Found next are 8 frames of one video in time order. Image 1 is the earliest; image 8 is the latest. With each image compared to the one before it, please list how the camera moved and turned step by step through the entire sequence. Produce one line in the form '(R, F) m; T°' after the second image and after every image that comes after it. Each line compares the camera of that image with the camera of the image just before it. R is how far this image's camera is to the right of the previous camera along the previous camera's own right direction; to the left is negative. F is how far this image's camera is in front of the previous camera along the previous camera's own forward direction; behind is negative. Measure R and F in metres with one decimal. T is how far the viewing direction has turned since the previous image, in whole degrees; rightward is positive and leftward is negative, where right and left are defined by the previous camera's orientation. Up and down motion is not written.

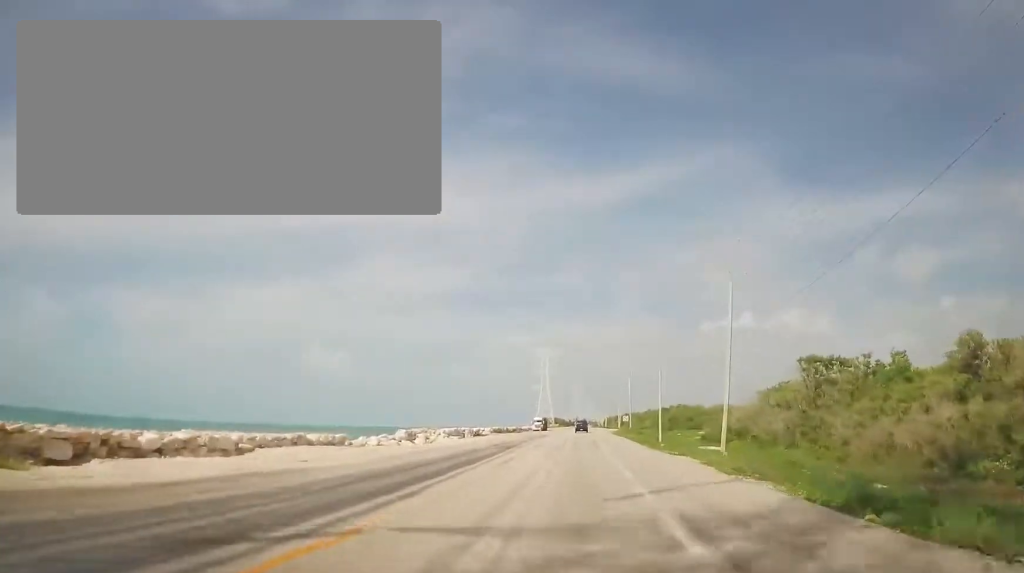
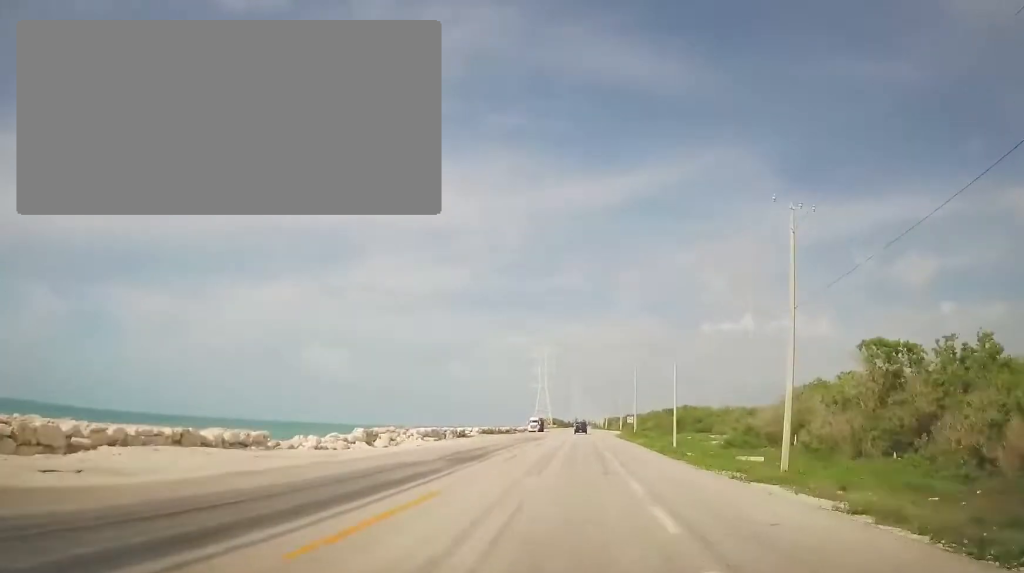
(+0.4, +11.2) m; +1°
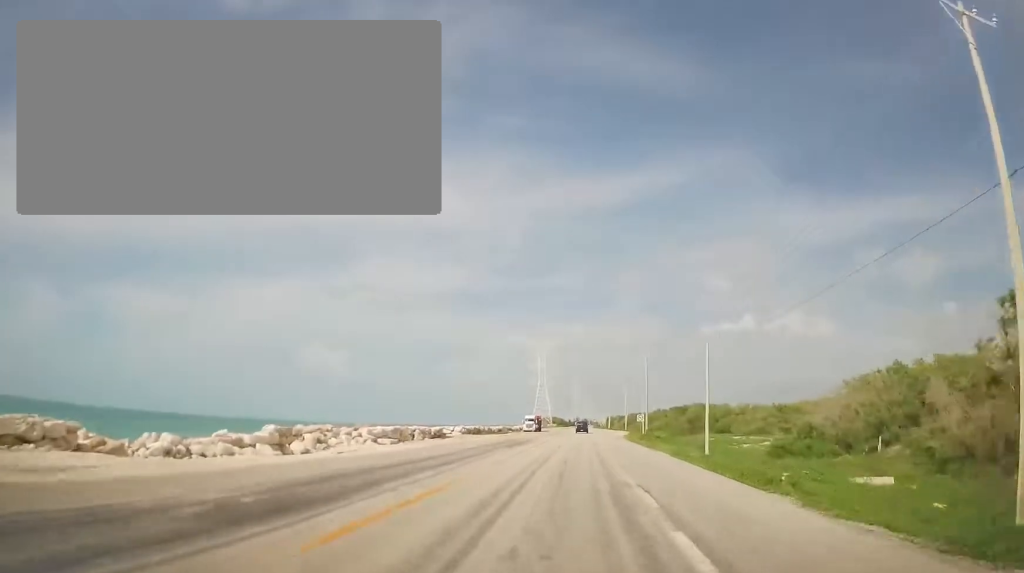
(+0.4, +14.3) m; +1°
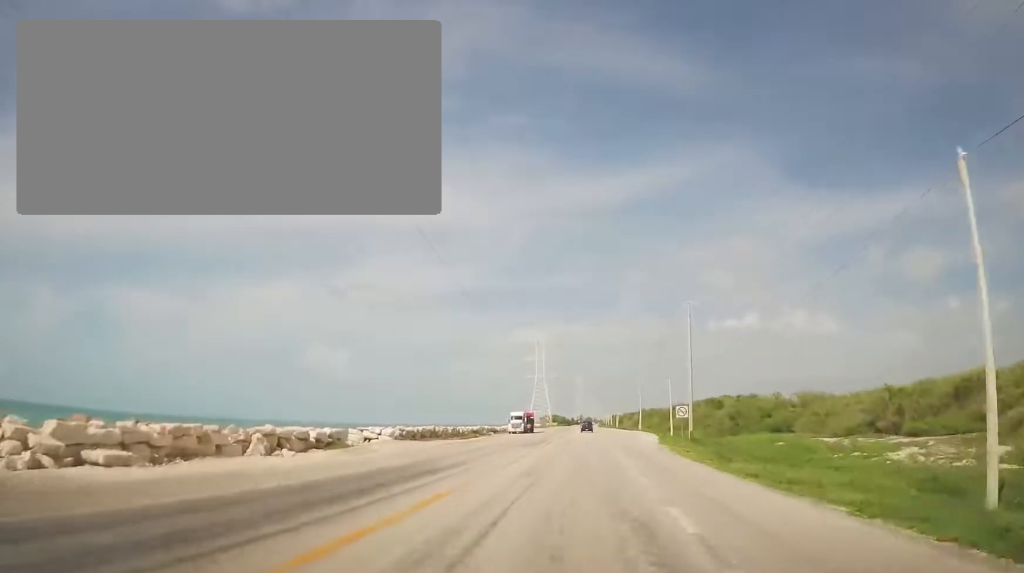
(-0.3, +30.7) m; -1°
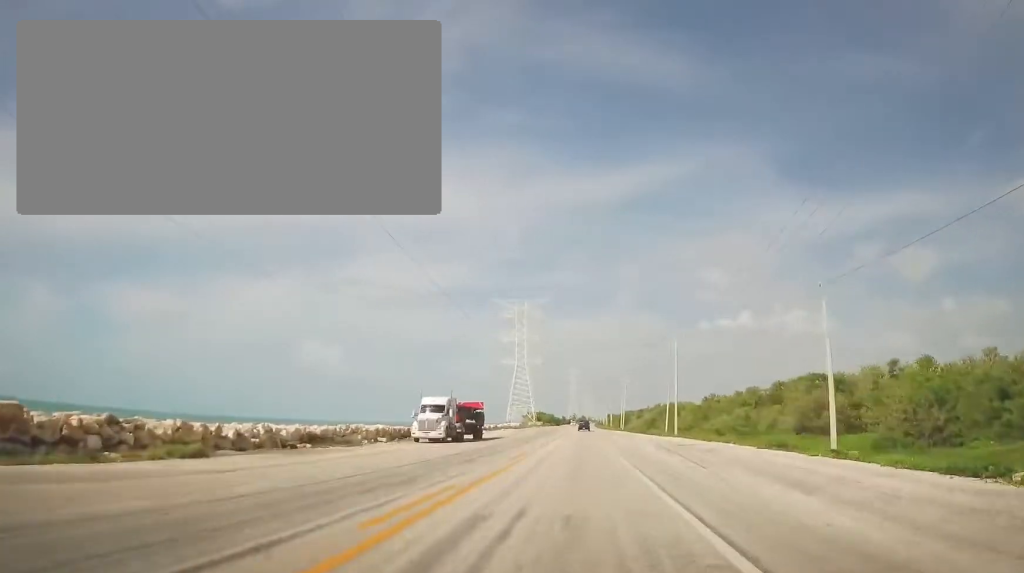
(-0.9, +51.6) m; -1°
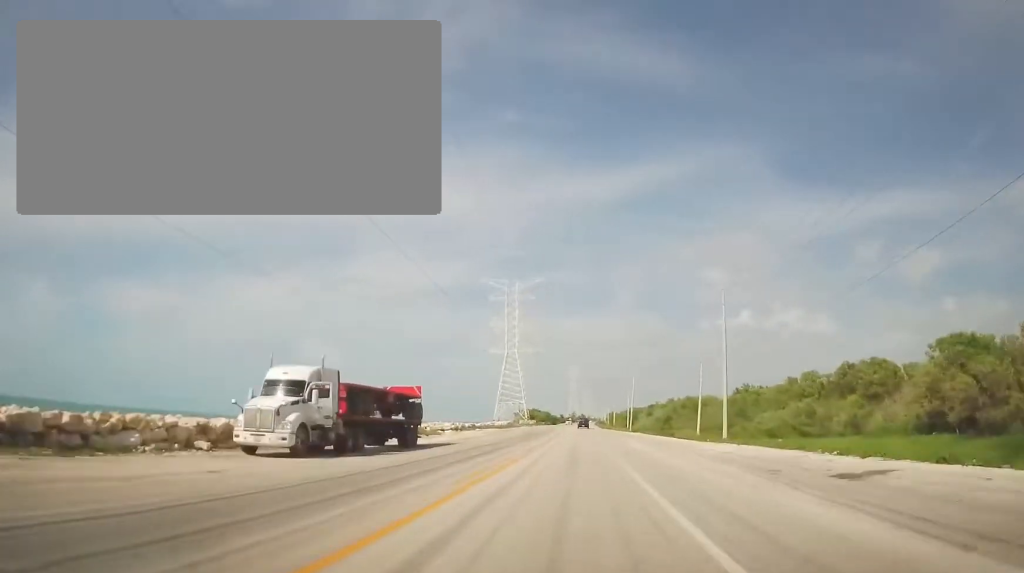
(+0.2, +23.8) m; +1°
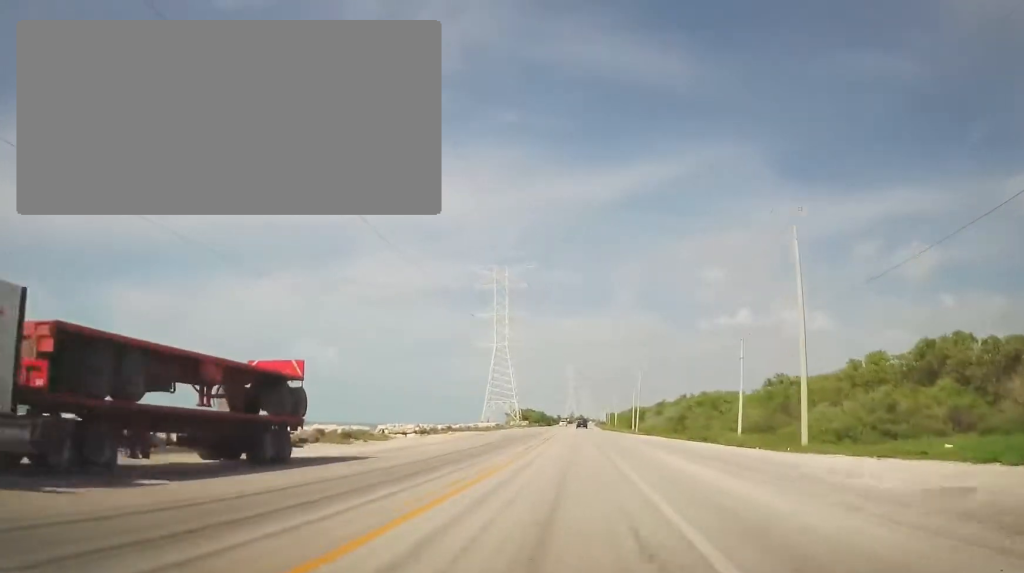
(+0.1, +16.5) m; 0°
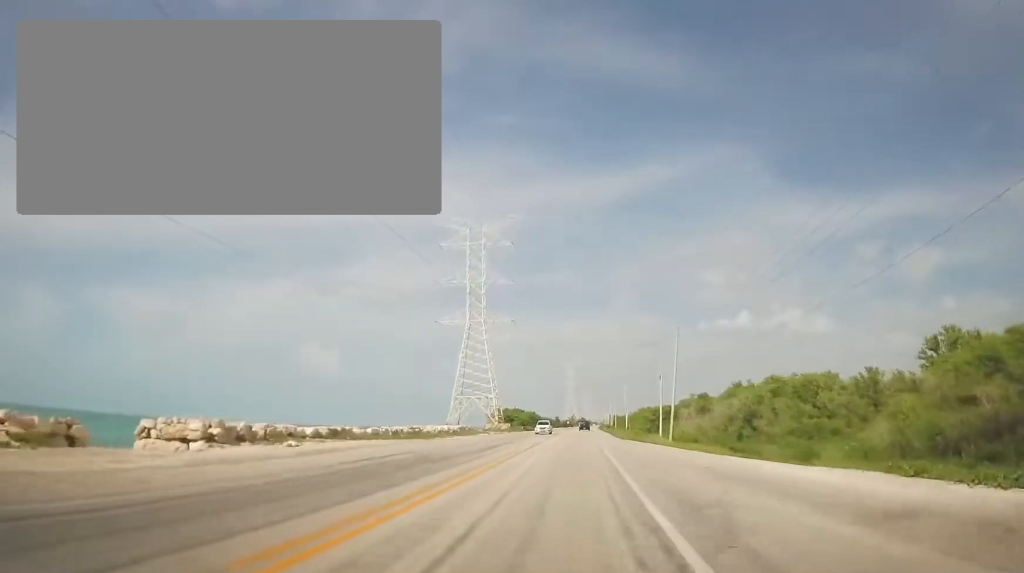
(+0.1, +36.3) m; -1°
